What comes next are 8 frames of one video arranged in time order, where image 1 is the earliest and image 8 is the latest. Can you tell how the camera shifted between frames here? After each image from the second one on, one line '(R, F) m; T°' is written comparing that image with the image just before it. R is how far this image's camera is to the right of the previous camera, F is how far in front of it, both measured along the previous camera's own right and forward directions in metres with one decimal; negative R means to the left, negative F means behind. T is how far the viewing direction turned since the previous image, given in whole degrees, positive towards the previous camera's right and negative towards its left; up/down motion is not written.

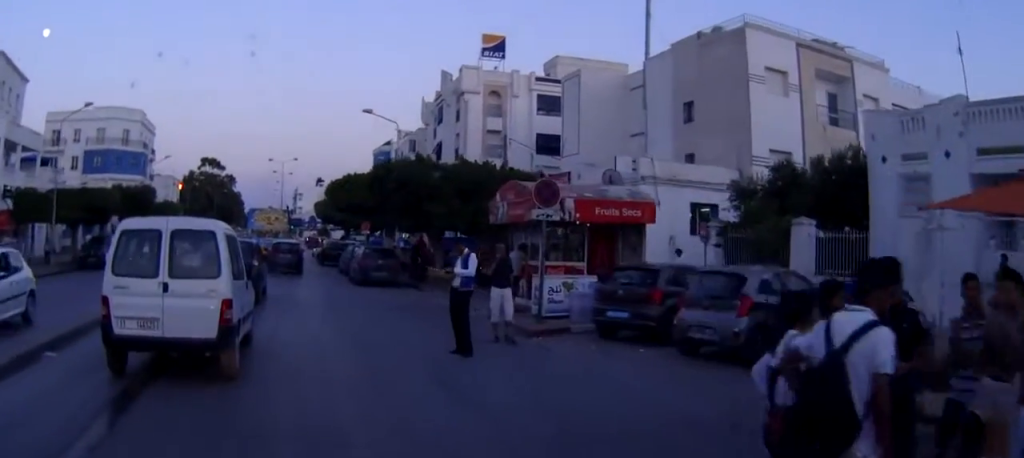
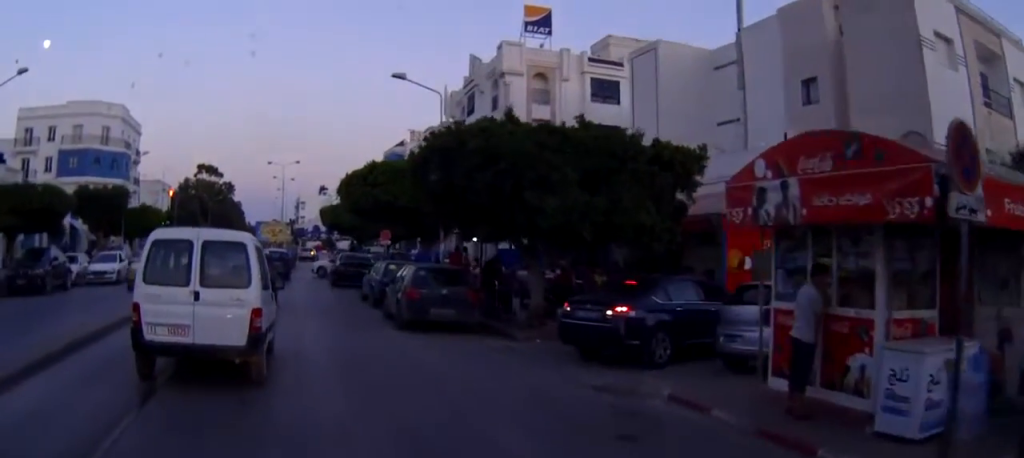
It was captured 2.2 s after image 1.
(-0.2, +10.5) m; -1°
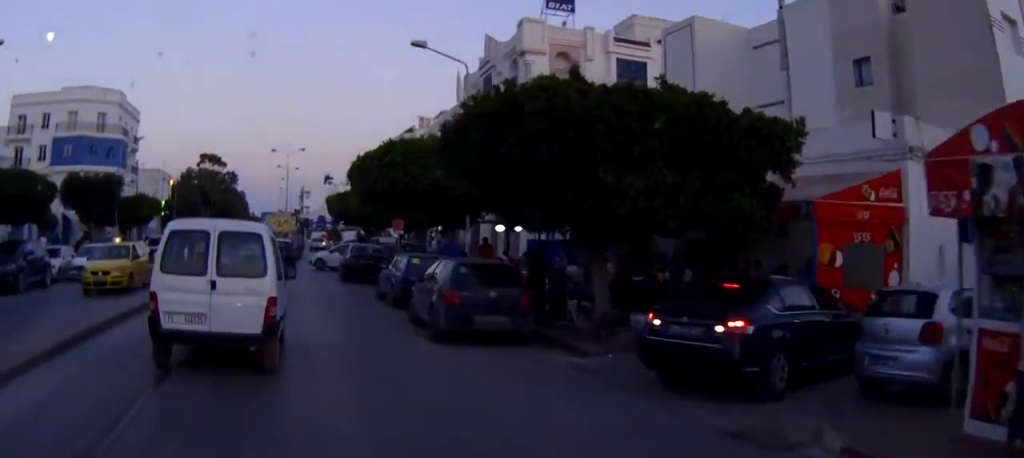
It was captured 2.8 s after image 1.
(0.0, +3.1) m; -1°
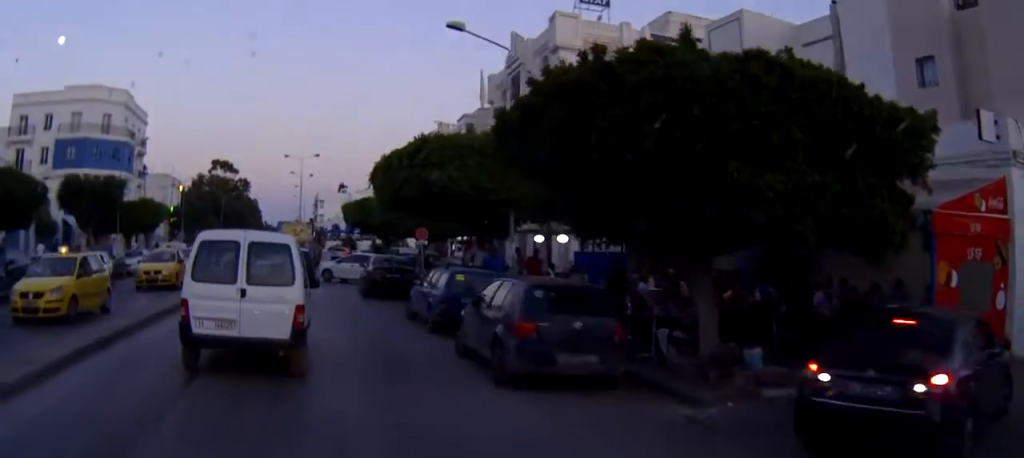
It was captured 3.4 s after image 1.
(0.0, +3.0) m; 0°
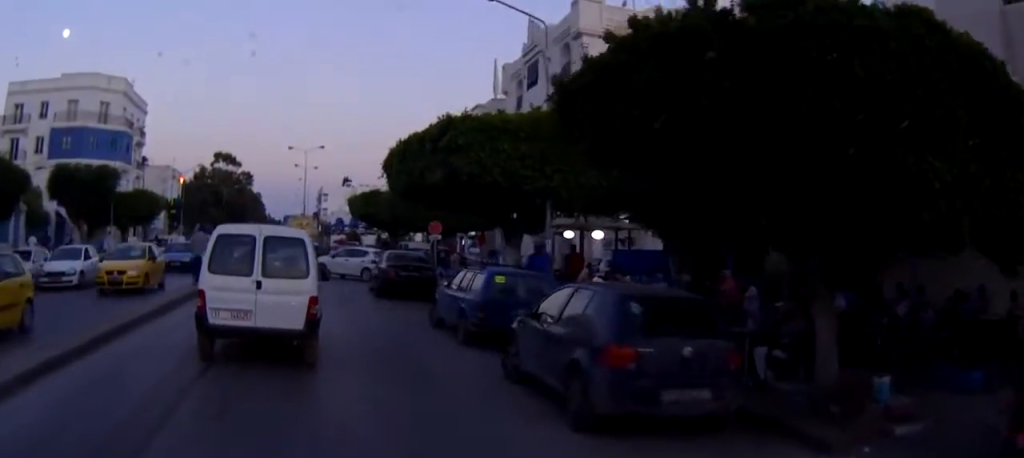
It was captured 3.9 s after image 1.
(0.0, +2.5) m; 0°
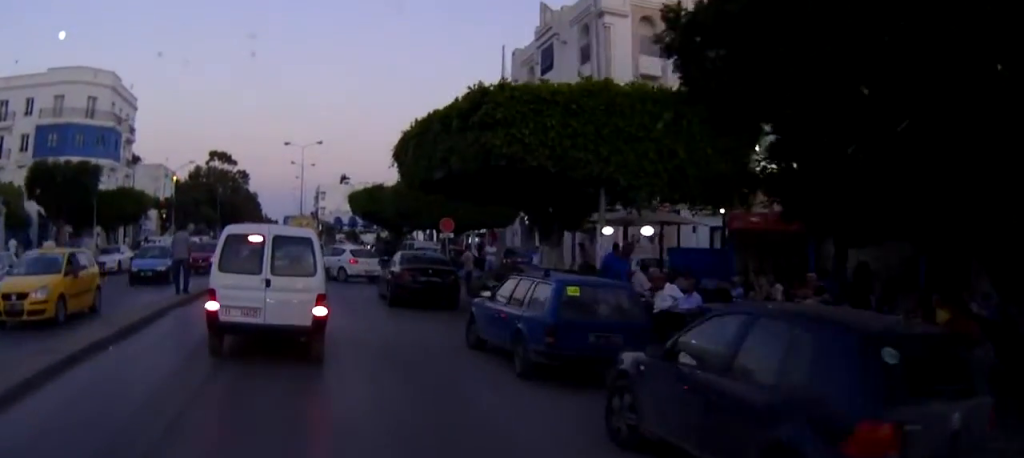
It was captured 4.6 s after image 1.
(0.0, +3.3) m; 0°
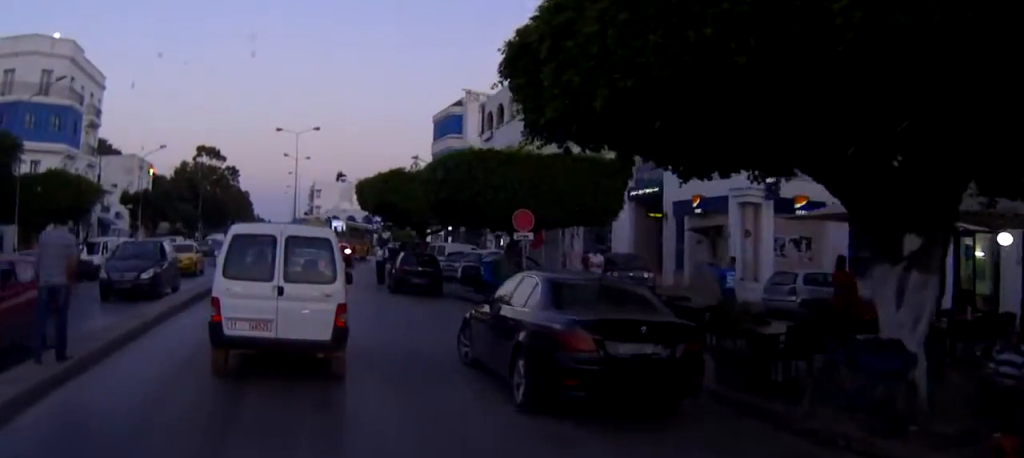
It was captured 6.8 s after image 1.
(0.0, +11.6) m; 0°
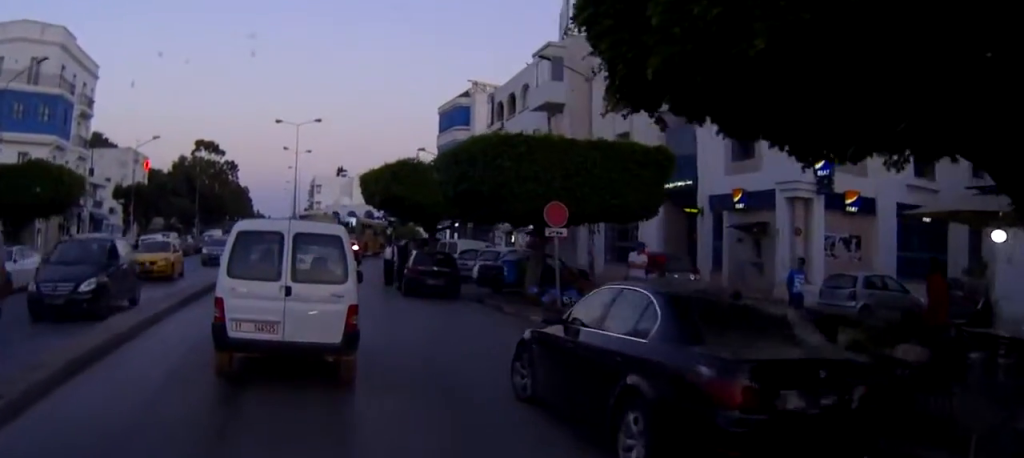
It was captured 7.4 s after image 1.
(0.0, +2.8) m; 0°
